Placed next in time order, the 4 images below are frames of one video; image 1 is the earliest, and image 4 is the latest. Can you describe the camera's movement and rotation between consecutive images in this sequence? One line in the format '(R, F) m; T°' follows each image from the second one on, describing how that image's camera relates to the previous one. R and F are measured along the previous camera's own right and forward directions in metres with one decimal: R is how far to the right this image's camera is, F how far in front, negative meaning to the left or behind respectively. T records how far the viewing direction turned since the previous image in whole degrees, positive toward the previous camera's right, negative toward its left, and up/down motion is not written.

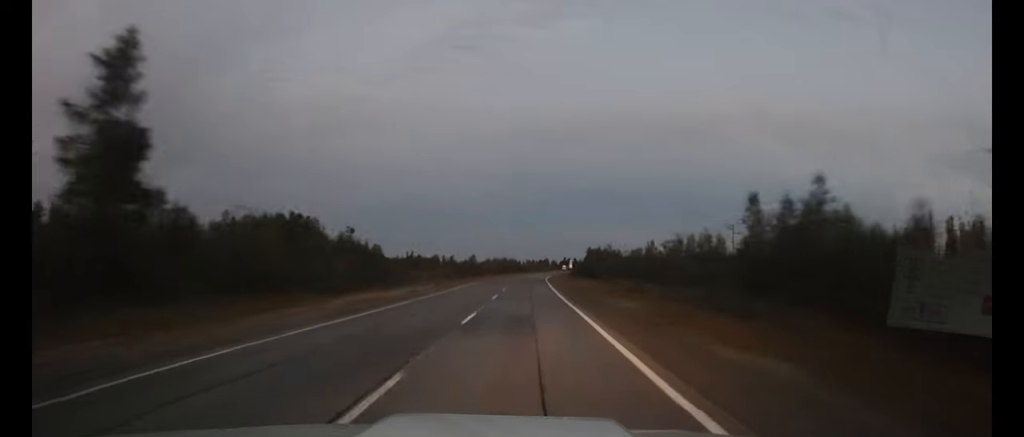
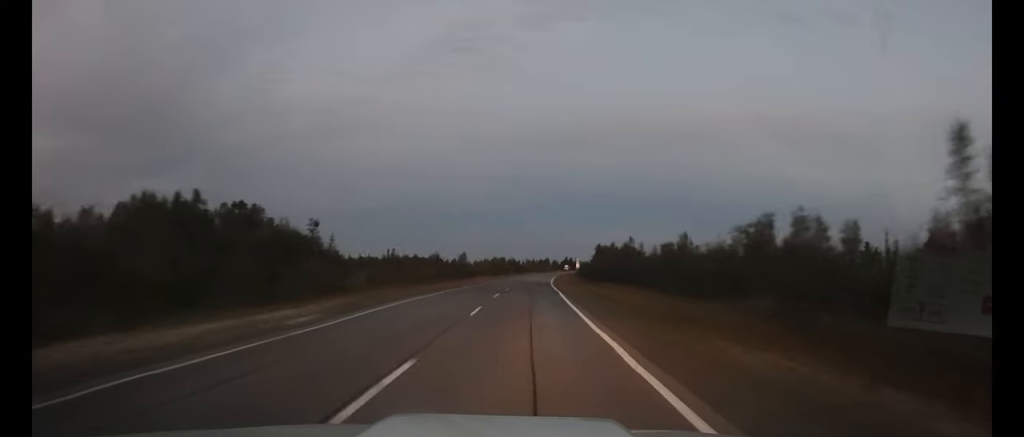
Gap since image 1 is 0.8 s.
(0.0, +22.1) m; 0°
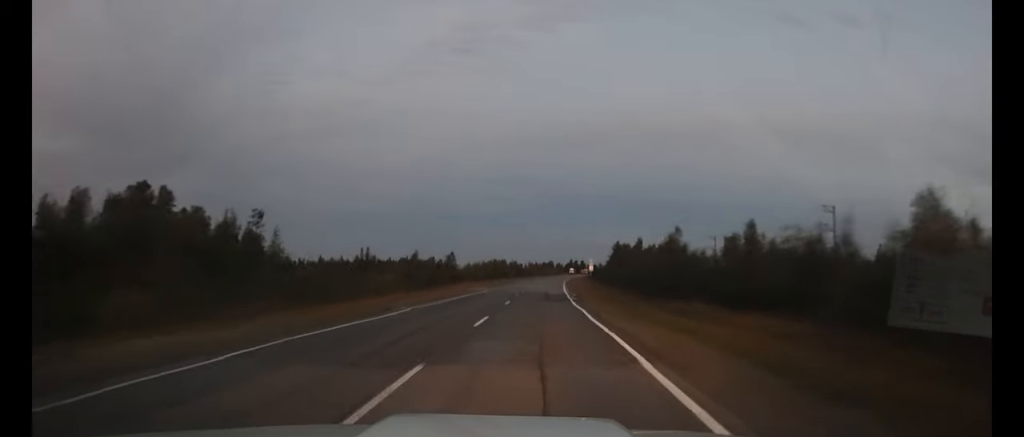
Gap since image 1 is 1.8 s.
(0.0, +24.9) m; 0°
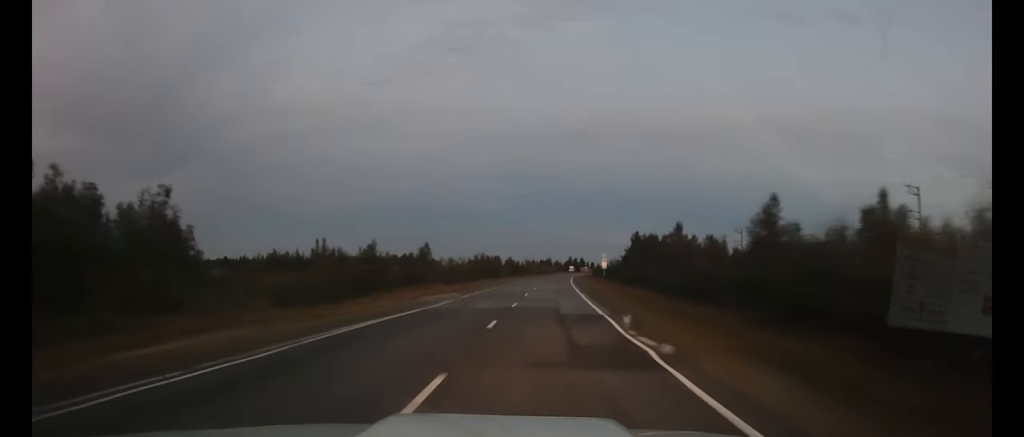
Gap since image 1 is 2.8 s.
(0.0, +24.7) m; 0°
